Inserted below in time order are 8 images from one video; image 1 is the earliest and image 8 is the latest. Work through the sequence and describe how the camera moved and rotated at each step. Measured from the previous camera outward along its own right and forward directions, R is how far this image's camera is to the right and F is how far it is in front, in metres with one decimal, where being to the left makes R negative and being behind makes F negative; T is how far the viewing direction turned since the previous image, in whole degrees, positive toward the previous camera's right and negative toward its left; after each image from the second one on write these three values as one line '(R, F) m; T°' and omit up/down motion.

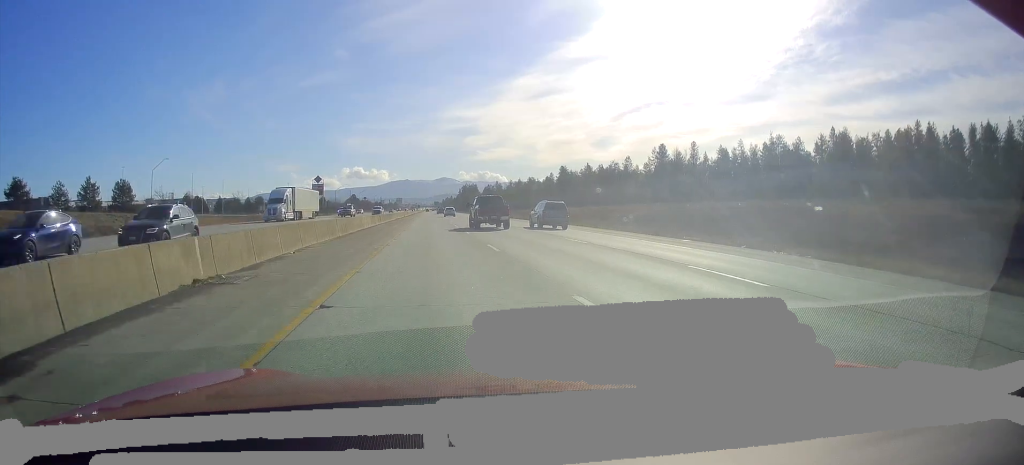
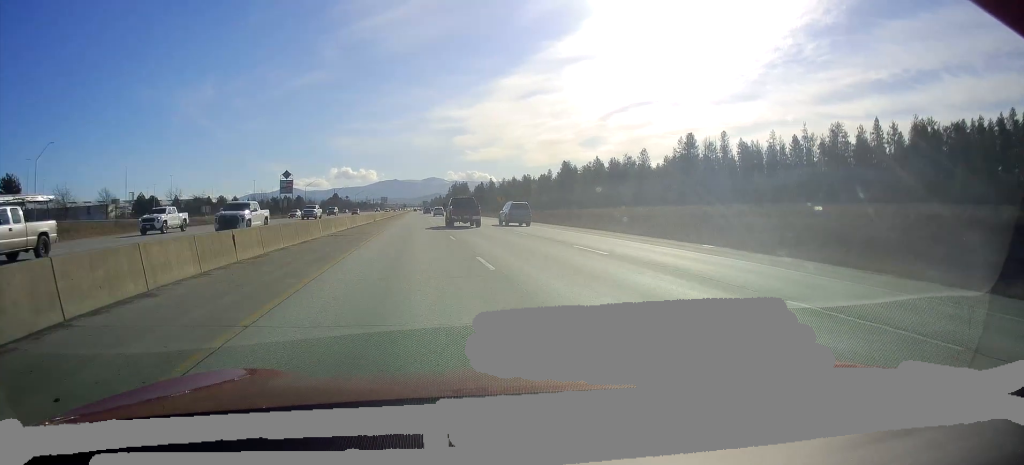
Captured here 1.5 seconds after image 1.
(+0.2, +41.6) m; +2°
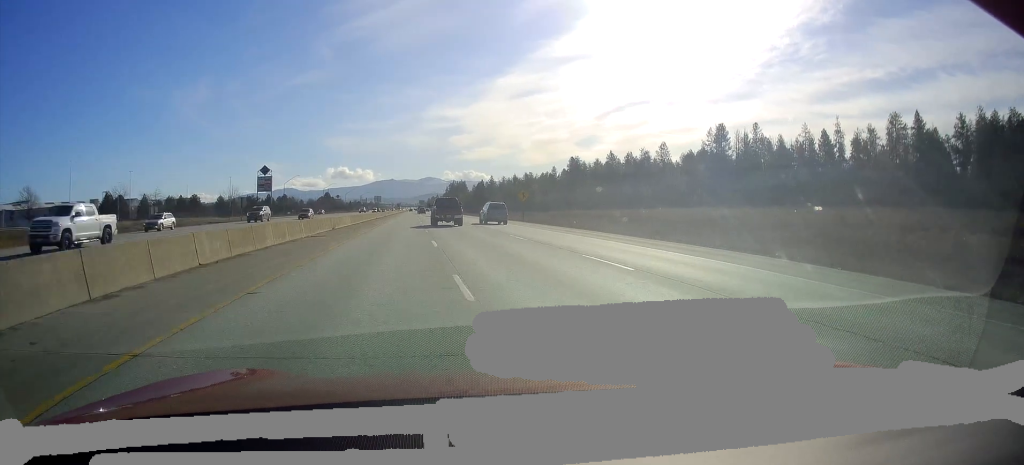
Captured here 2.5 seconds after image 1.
(+0.5, +28.6) m; +1°
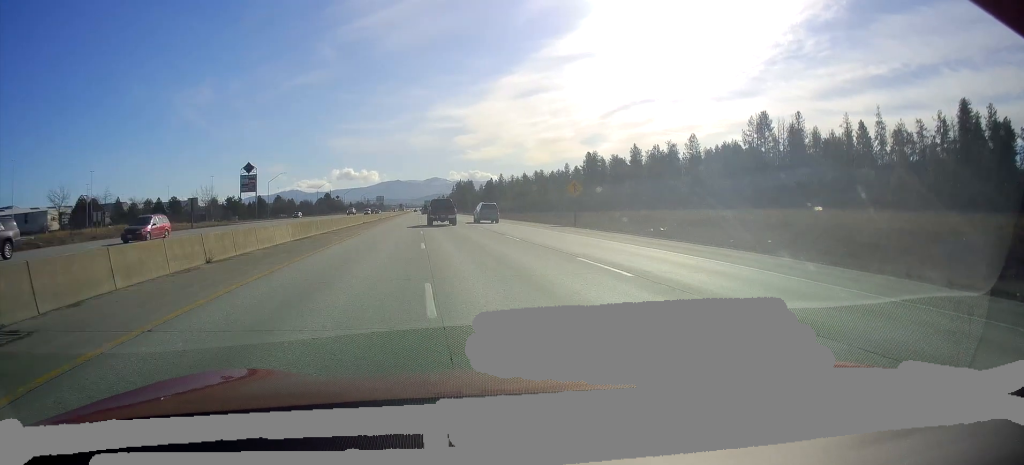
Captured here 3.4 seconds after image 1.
(0.0, +26.2) m; -2°
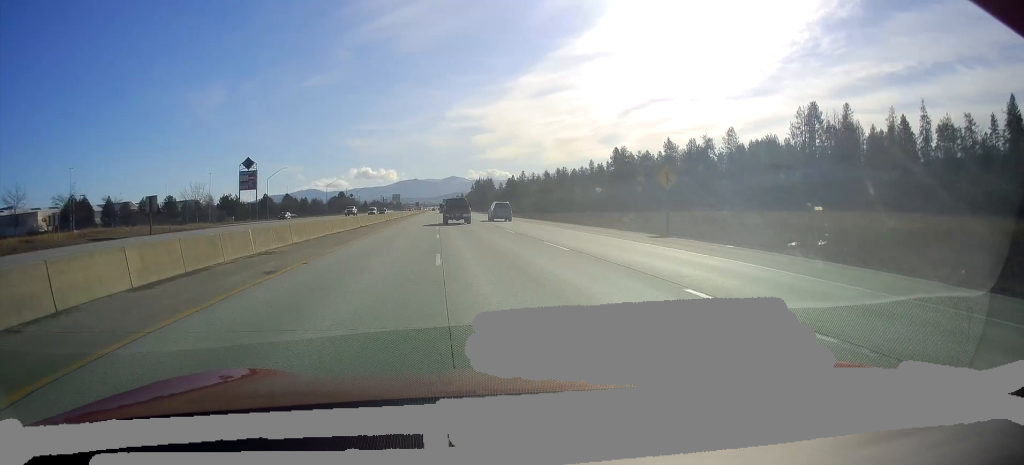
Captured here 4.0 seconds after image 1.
(-0.7, +17.7) m; -1°
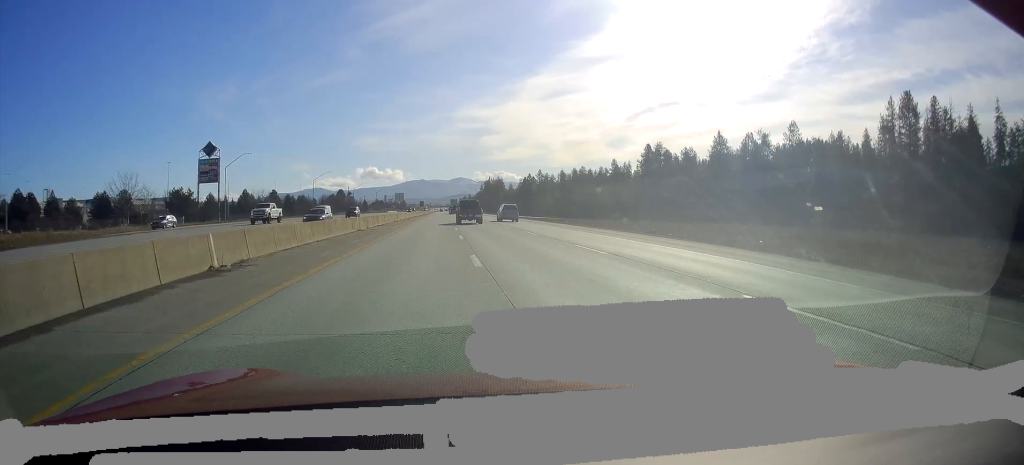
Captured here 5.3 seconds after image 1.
(+0.3, +36.3) m; 0°
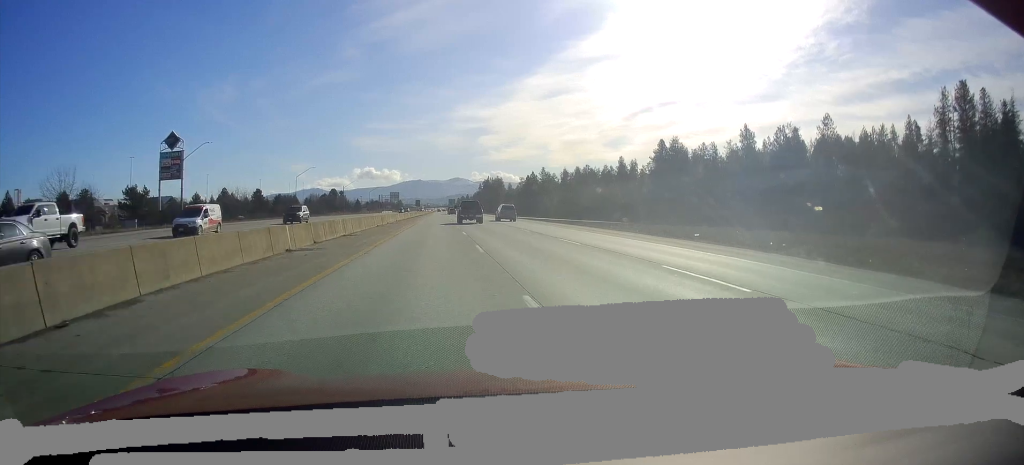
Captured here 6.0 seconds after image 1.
(-0.2, +20.1) m; 0°
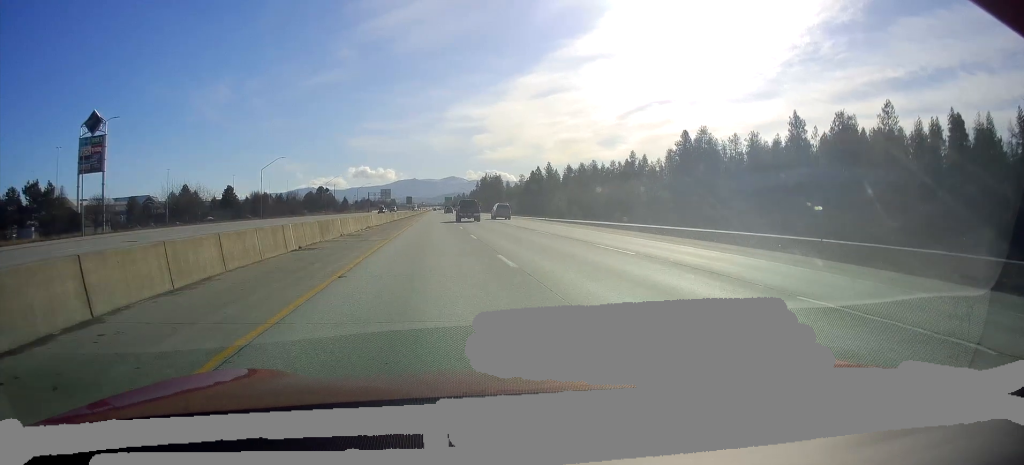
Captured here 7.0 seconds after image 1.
(+0.1, +29.7) m; 0°
